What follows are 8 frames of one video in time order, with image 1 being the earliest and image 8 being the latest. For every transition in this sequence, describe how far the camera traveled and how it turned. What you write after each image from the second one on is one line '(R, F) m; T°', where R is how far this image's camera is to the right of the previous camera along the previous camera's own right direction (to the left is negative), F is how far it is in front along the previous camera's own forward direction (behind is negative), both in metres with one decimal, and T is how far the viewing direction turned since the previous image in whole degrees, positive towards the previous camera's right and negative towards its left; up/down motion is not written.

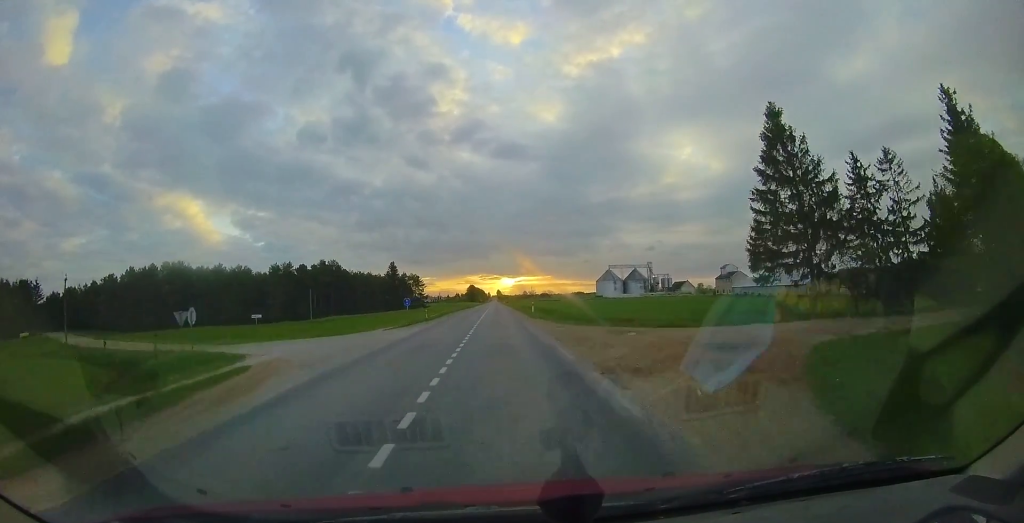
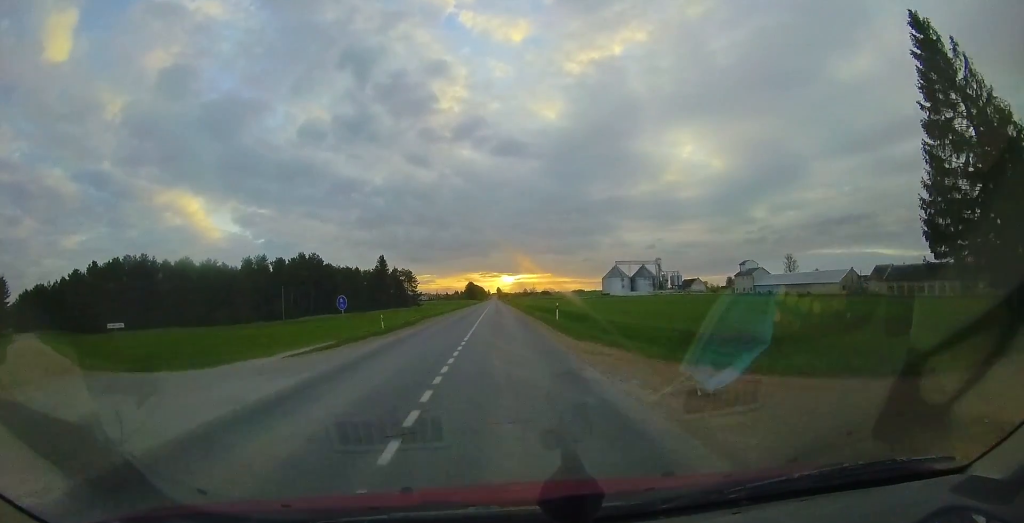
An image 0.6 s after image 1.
(+0.1, +12.9) m; +1°
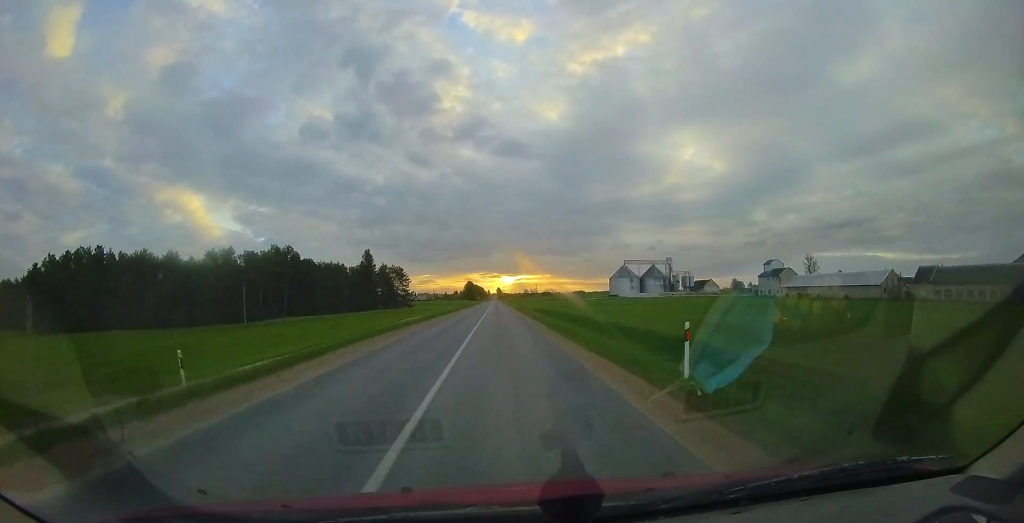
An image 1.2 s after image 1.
(0.0, +14.6) m; +2°
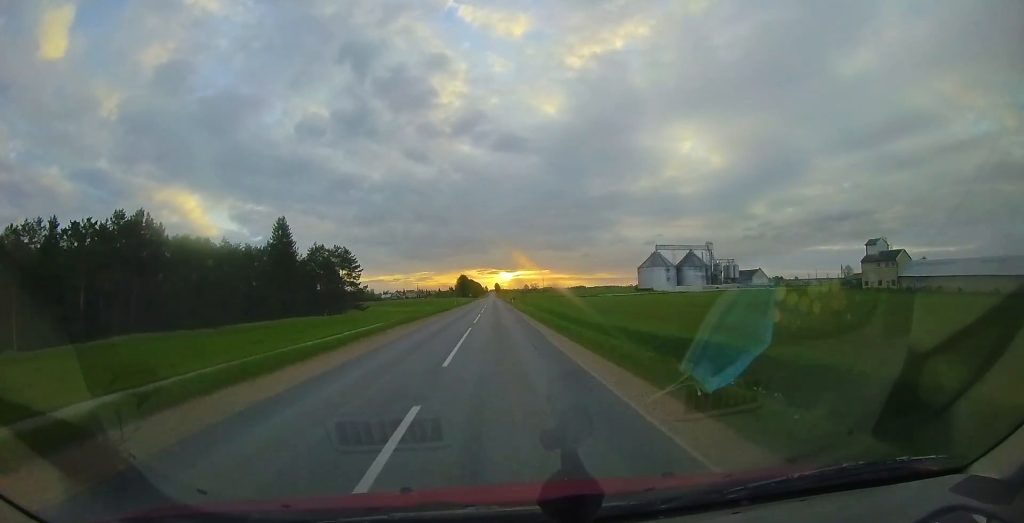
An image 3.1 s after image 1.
(+0.1, +44.2) m; 0°
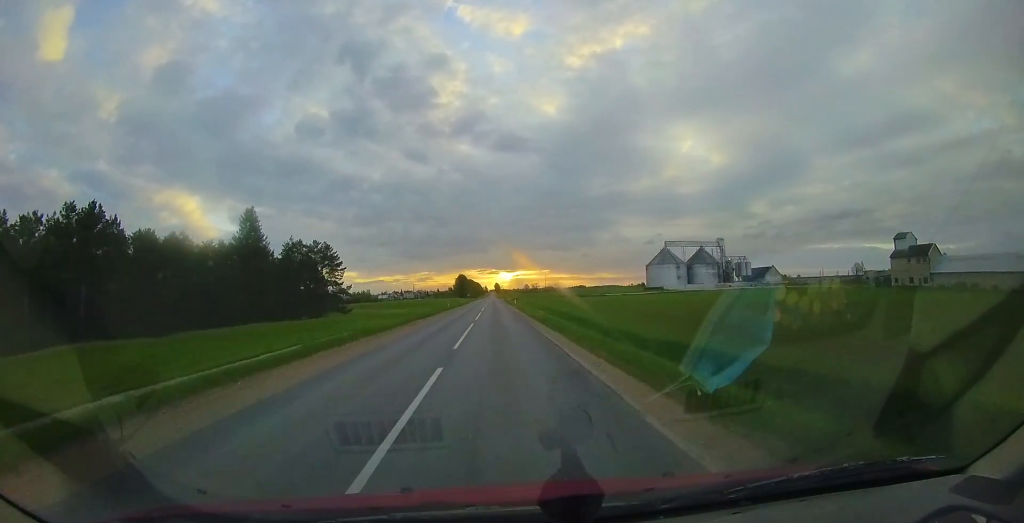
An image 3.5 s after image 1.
(0.0, +9.3) m; 0°
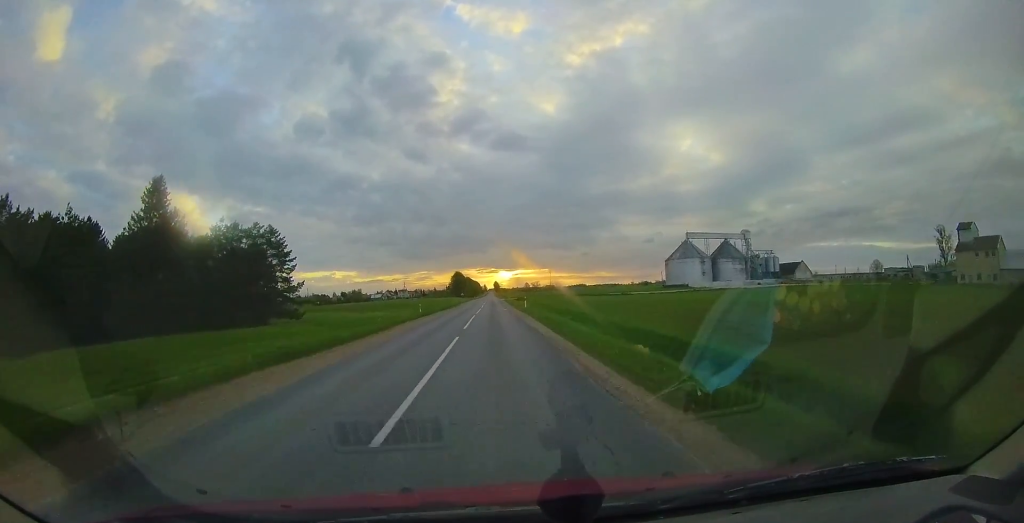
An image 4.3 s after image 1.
(+0.6, +19.0) m; +1°
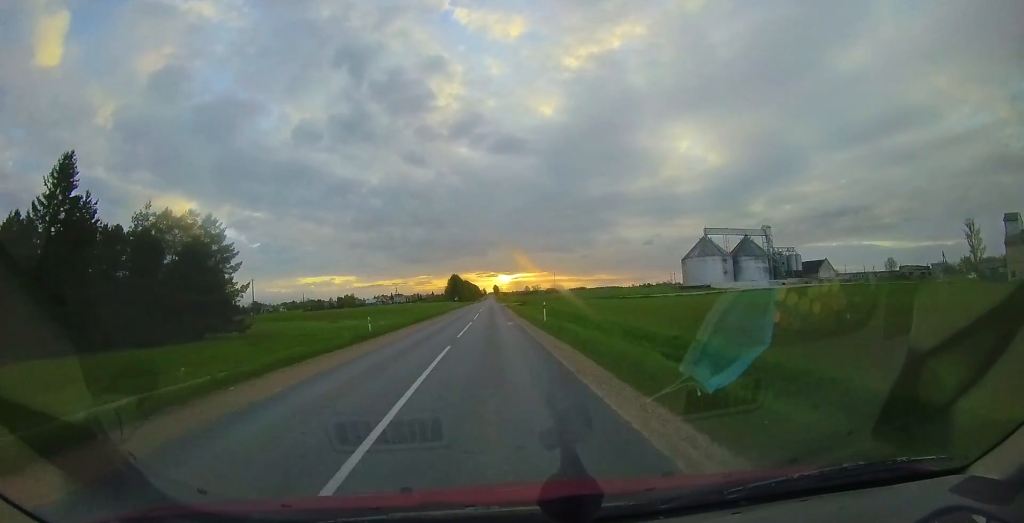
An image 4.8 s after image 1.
(-0.2, +12.8) m; -1°
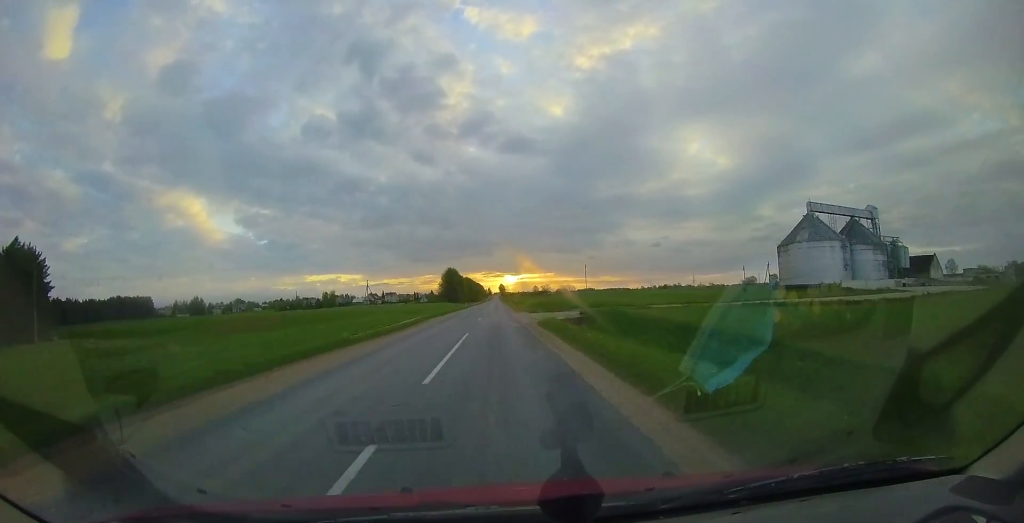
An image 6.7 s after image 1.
(-0.5, +43.4) m; -1°
